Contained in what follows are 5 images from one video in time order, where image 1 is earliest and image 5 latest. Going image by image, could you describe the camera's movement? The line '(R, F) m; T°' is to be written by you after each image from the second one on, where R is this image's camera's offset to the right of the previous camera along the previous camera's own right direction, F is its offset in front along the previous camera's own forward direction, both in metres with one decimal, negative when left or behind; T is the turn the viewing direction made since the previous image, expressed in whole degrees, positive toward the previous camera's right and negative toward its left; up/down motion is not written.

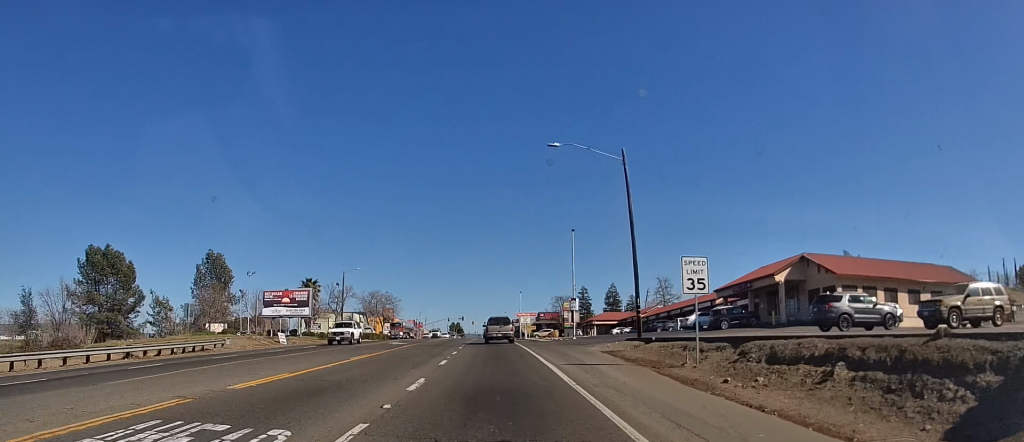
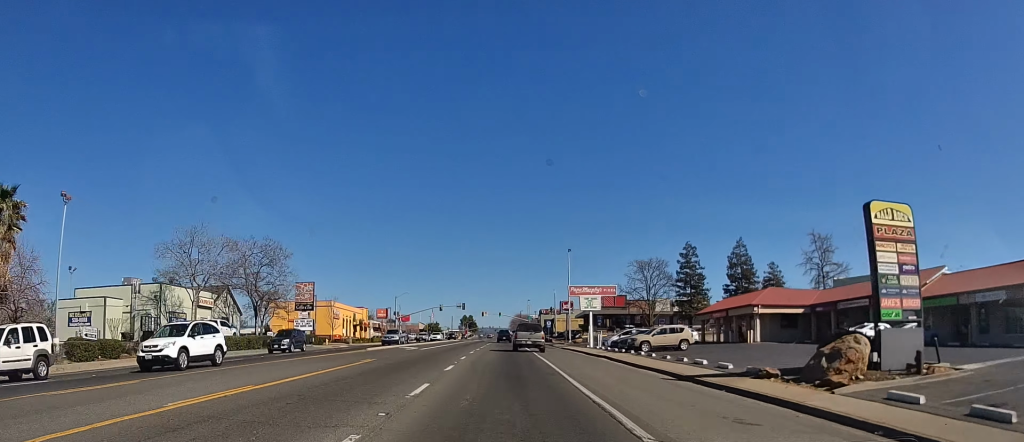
(-1.6, +75.8) m; -2°
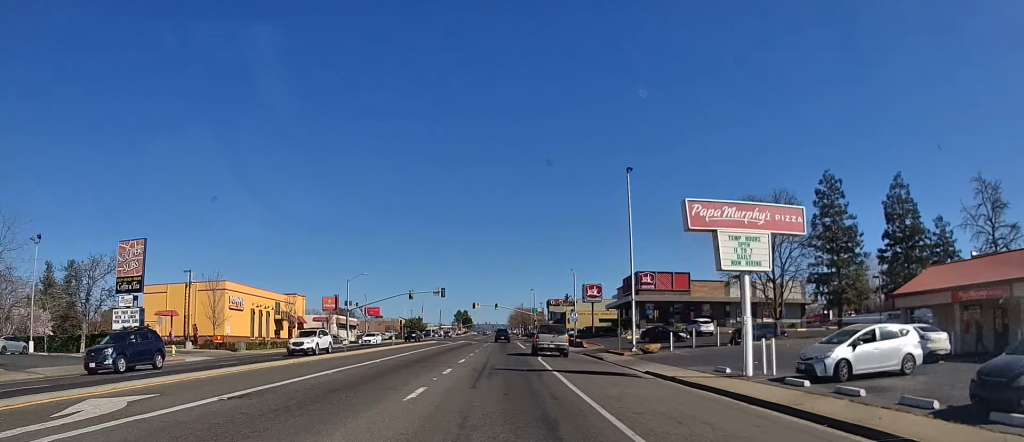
(-0.7, +36.2) m; 0°
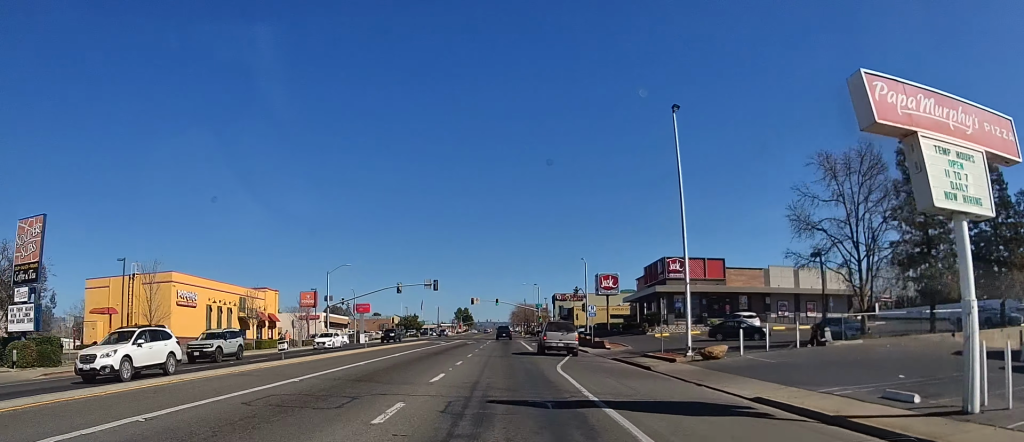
(+0.2, +10.3) m; +1°
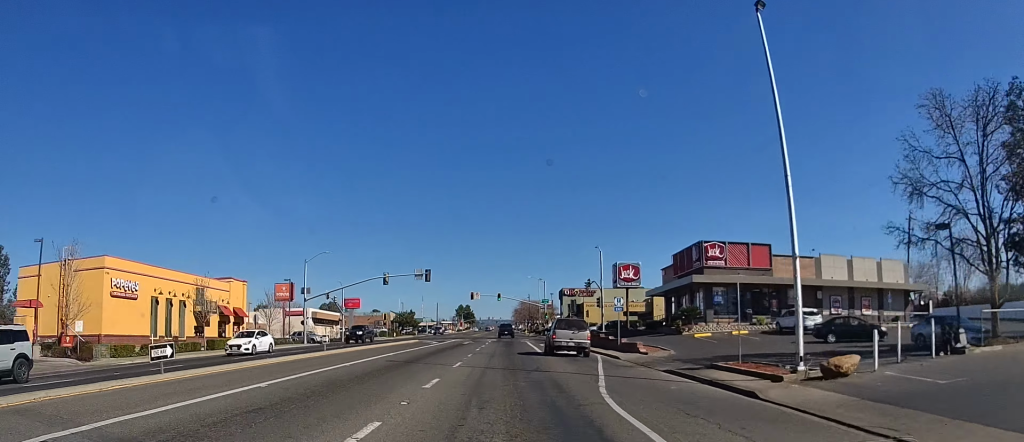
(-0.1, +9.8) m; 0°
